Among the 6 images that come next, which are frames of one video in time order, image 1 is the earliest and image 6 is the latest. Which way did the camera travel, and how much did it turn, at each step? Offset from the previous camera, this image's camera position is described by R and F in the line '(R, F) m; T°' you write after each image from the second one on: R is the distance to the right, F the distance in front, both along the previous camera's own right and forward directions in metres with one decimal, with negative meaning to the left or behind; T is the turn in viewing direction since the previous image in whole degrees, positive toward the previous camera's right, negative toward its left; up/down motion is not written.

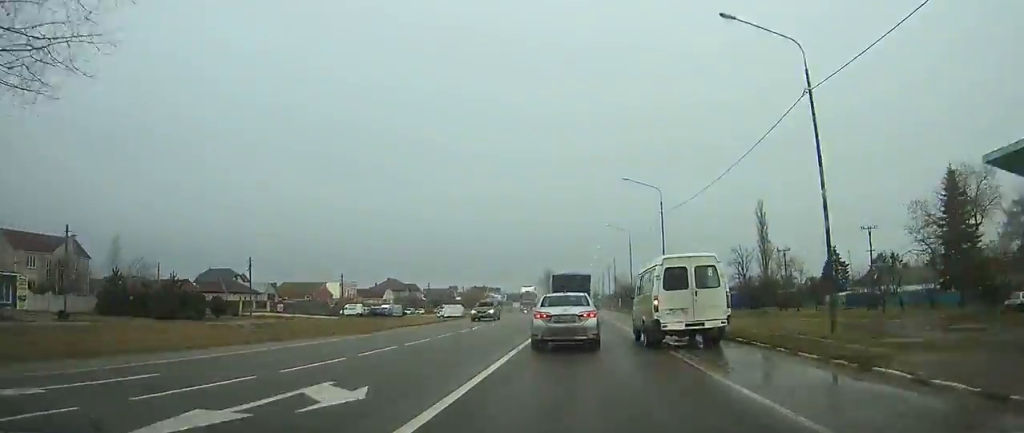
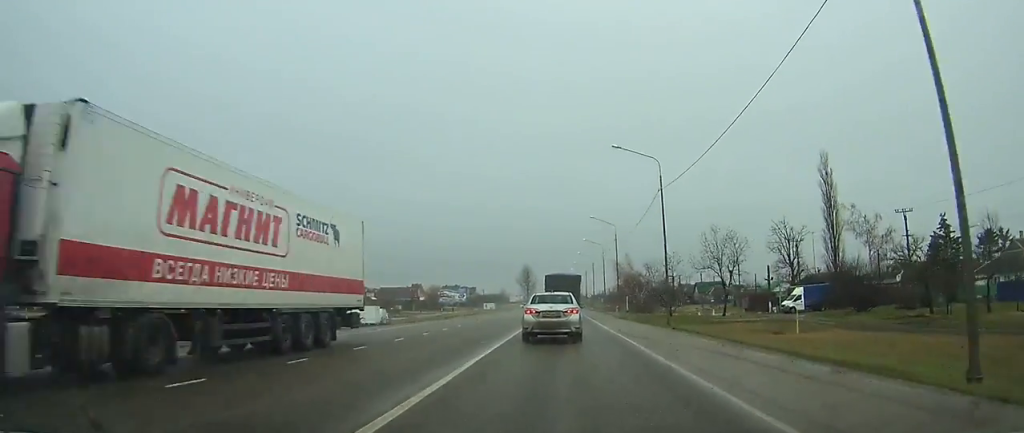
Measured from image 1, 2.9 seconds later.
(+0.4, +41.8) m; 0°
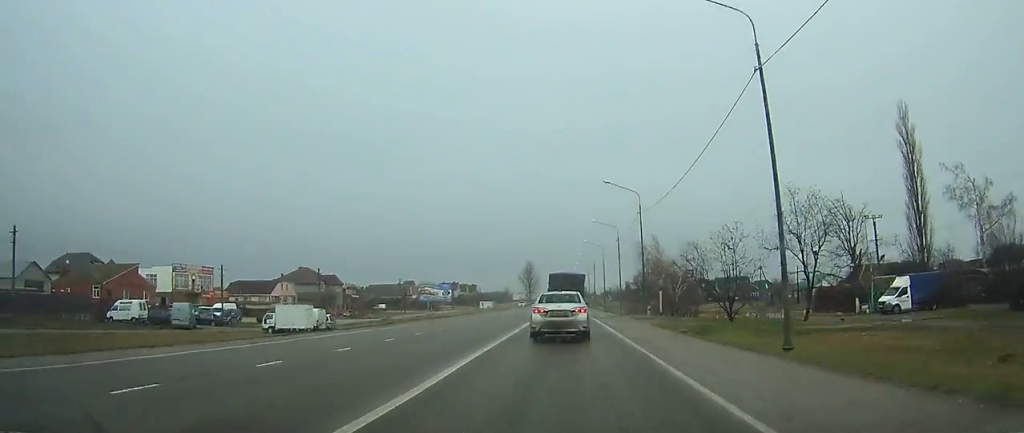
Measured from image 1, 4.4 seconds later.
(0.0, +21.2) m; 0°
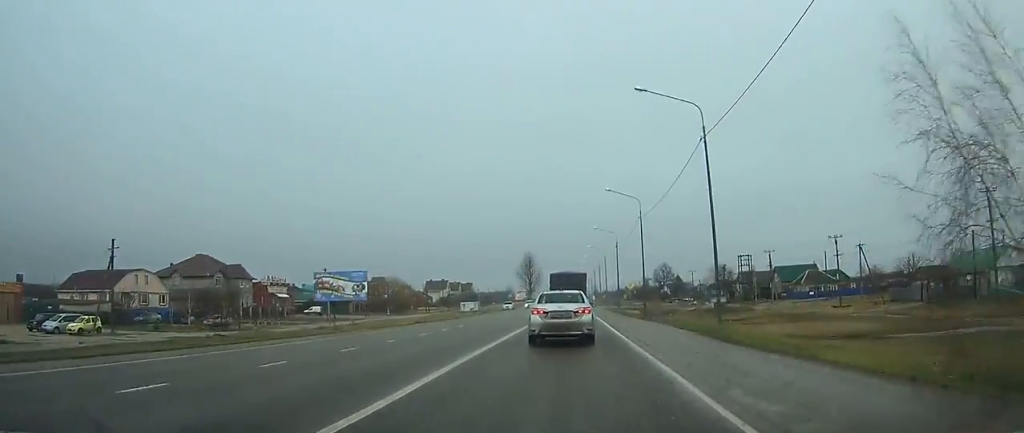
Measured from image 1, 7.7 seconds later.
(-0.1, +47.8) m; 0°
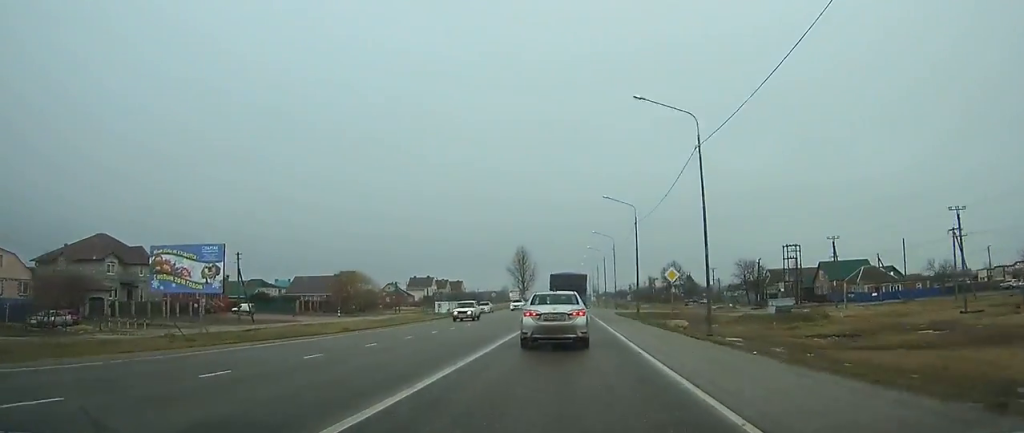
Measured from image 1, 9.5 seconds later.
(-0.1, +26.5) m; 0°
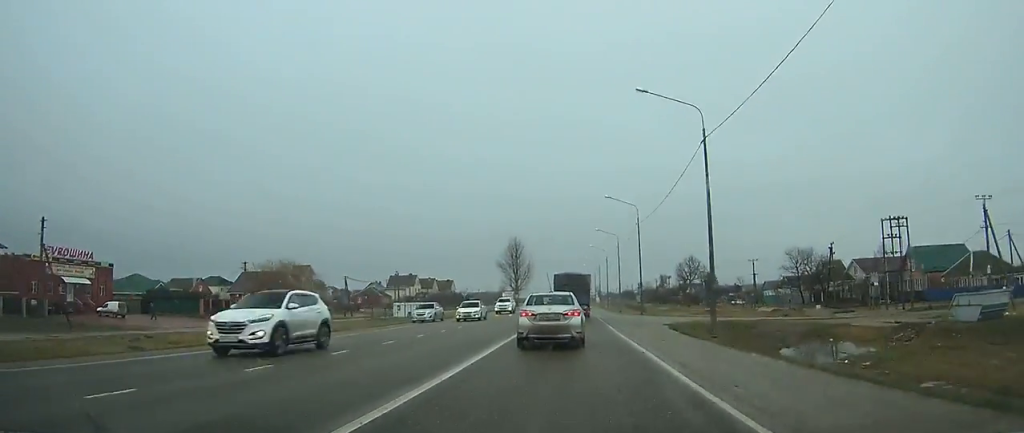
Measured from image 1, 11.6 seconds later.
(+0.1, +31.4) m; 0°
